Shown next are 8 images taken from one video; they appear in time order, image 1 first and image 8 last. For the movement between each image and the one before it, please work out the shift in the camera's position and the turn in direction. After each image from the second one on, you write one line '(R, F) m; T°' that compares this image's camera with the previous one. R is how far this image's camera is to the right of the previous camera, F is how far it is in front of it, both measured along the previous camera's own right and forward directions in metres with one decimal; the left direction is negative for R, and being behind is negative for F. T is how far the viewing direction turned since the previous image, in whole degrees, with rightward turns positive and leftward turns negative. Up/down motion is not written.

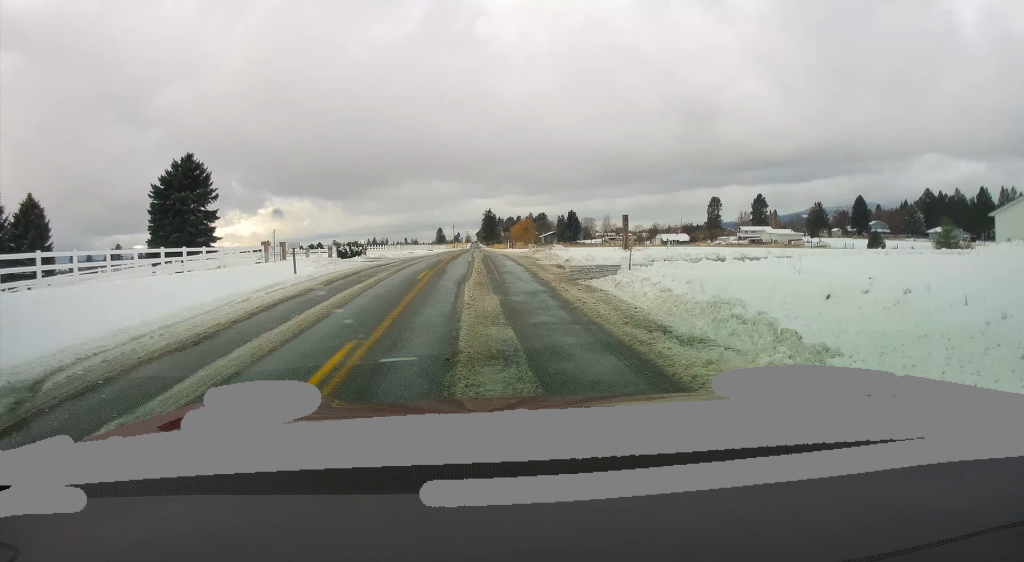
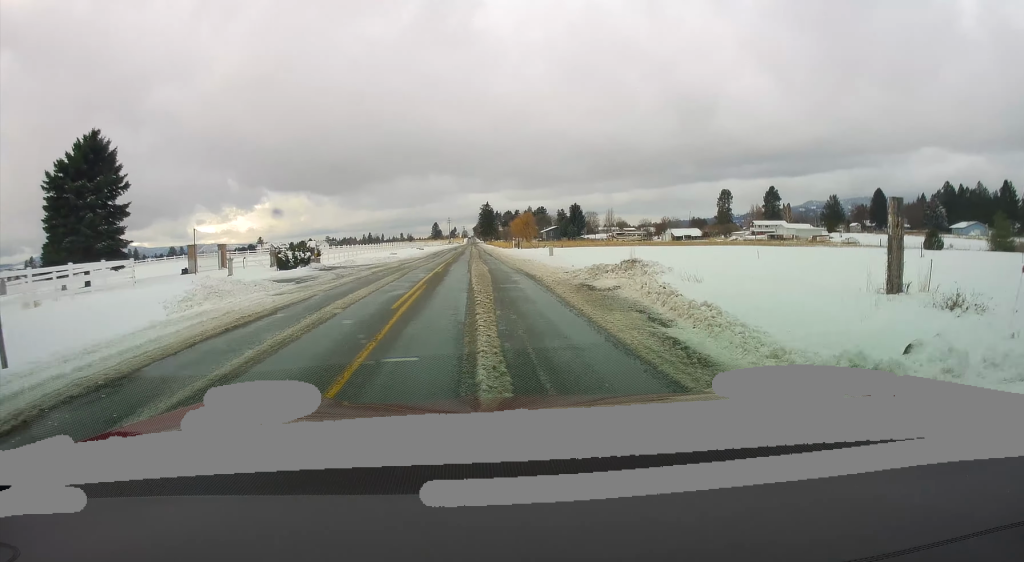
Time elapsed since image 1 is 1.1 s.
(+0.1, +18.0) m; +2°
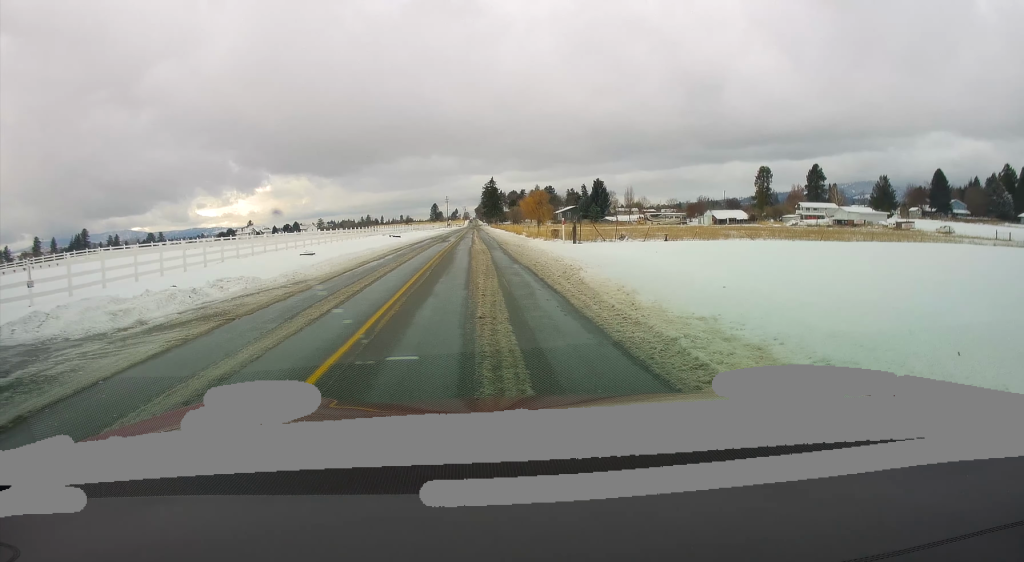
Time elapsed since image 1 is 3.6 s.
(+1.2, +39.3) m; +3°
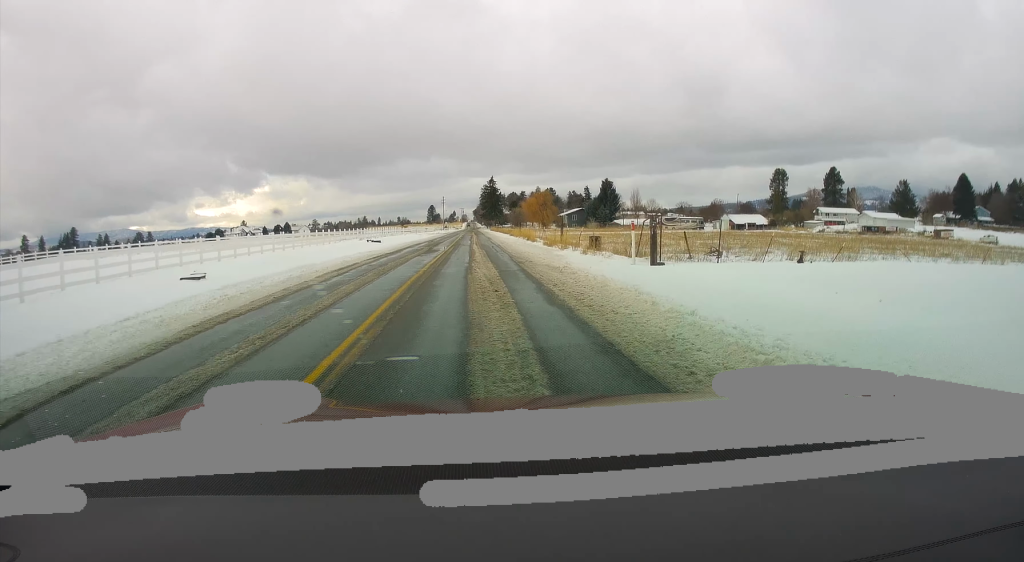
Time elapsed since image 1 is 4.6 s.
(+0.3, +14.9) m; +1°
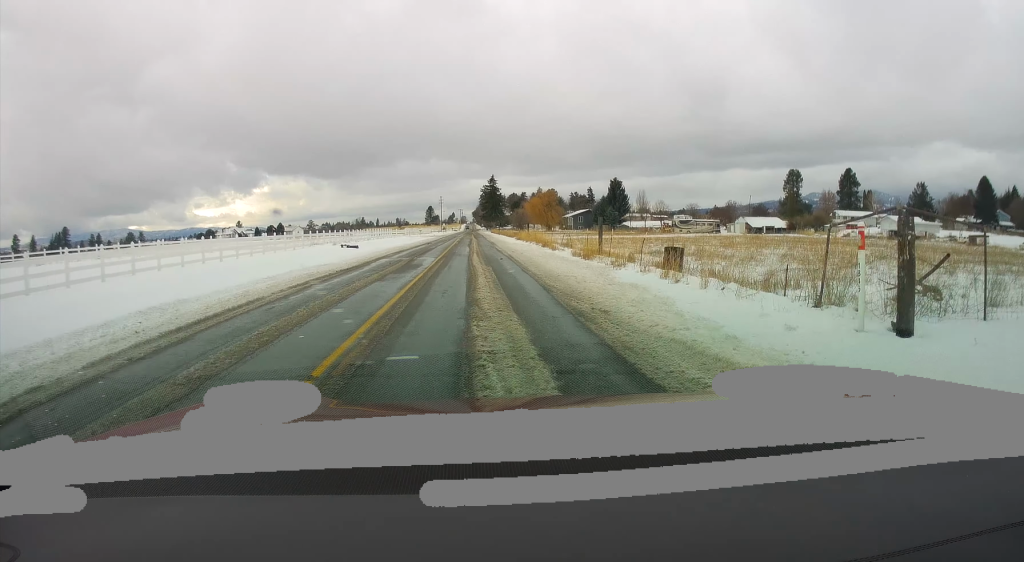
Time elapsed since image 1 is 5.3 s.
(+0.1, +11.7) m; 0°
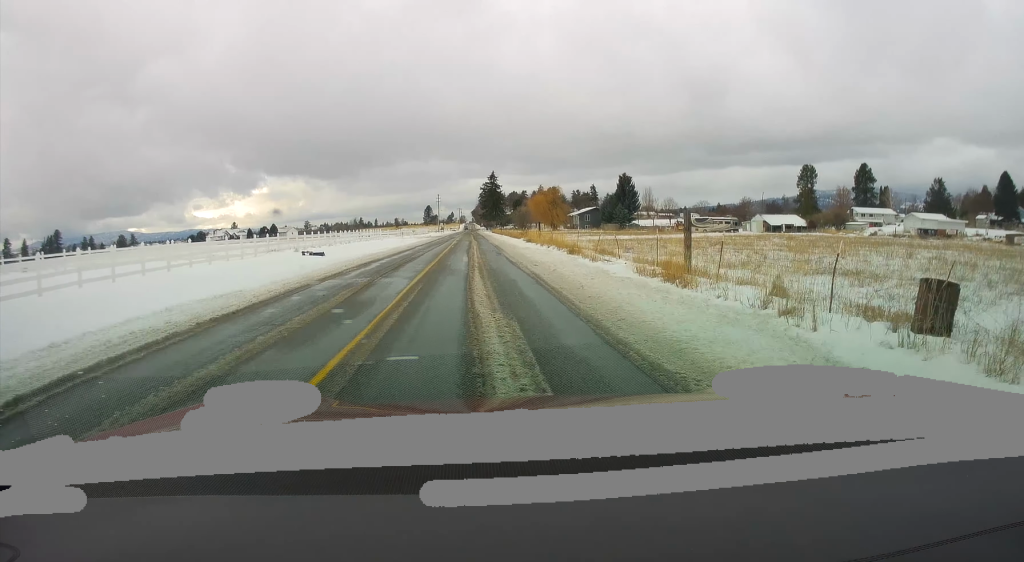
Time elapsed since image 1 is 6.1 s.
(-0.3, +11.8) m; 0°
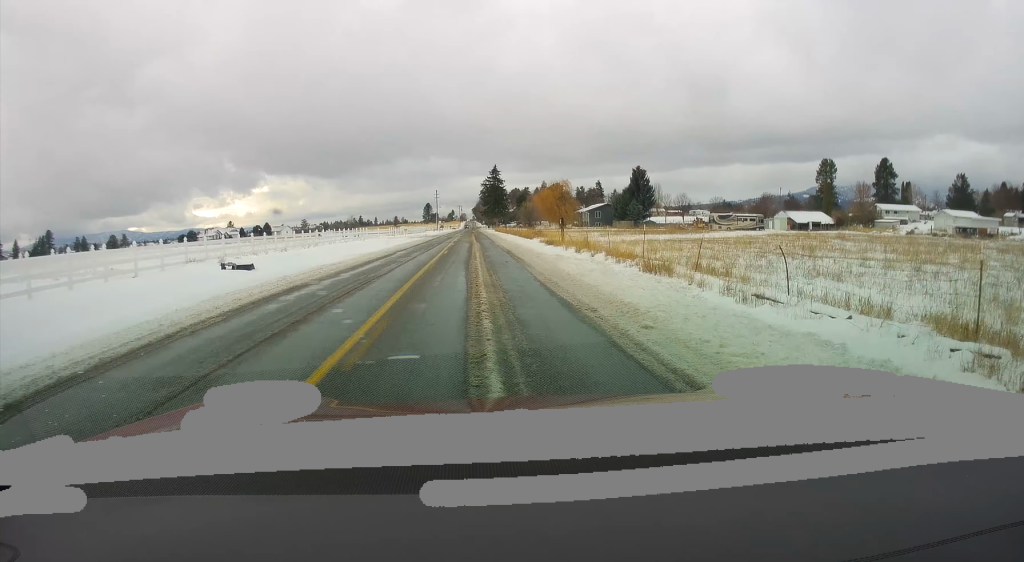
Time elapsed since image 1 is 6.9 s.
(+0.5, +13.0) m; -2°
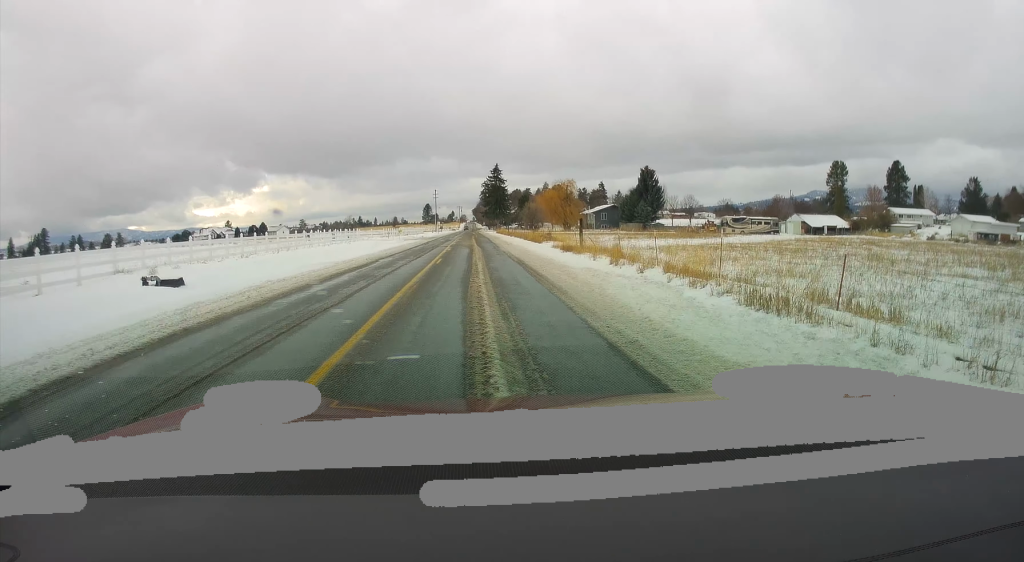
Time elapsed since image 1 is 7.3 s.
(-0.2, +6.5) m; -1°
